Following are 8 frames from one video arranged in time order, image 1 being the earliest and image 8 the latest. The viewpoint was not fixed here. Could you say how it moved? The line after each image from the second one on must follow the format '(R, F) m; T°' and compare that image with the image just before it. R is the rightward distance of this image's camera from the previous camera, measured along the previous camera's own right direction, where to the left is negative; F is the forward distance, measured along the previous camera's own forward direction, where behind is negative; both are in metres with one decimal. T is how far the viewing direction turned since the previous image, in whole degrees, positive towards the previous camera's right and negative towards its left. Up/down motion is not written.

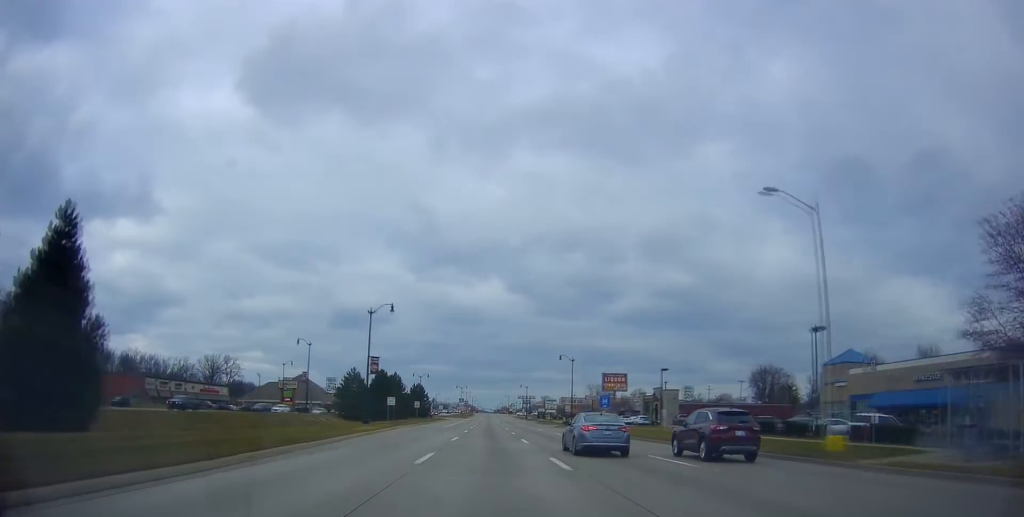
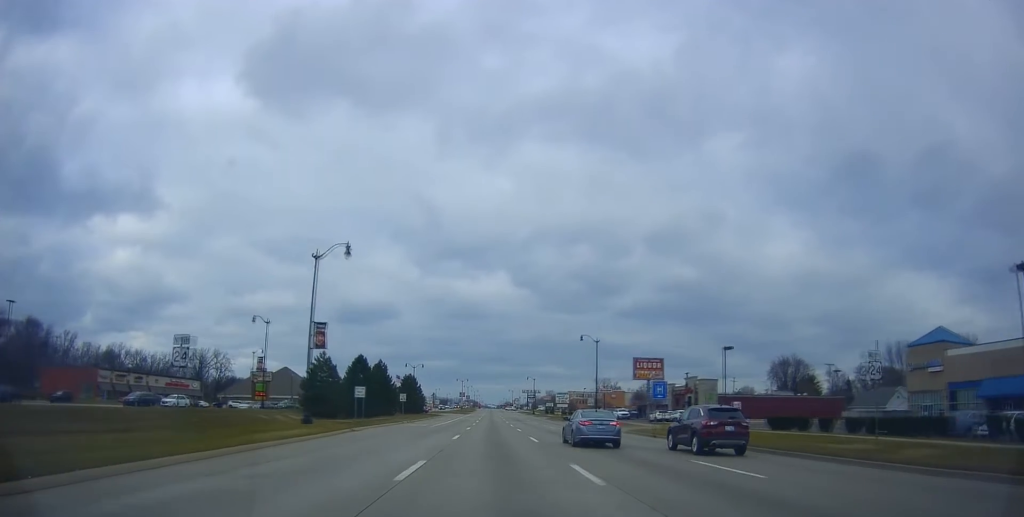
(0.0, +18.4) m; 0°
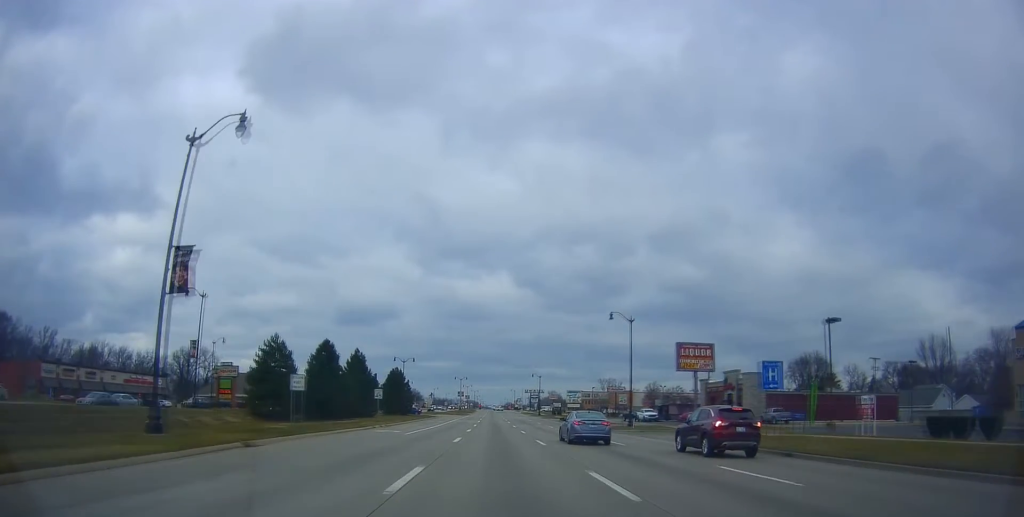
(0.0, +17.2) m; 0°
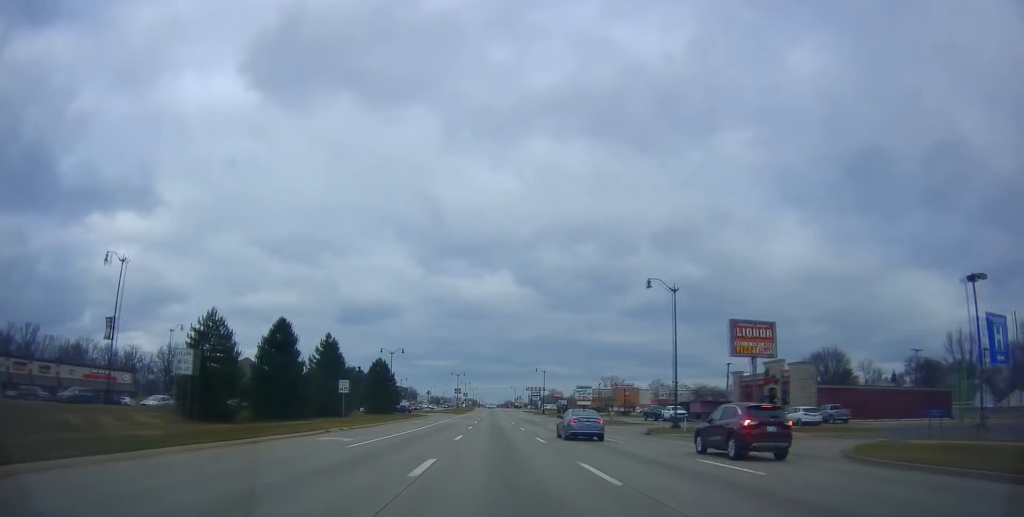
(0.0, +13.8) m; -1°
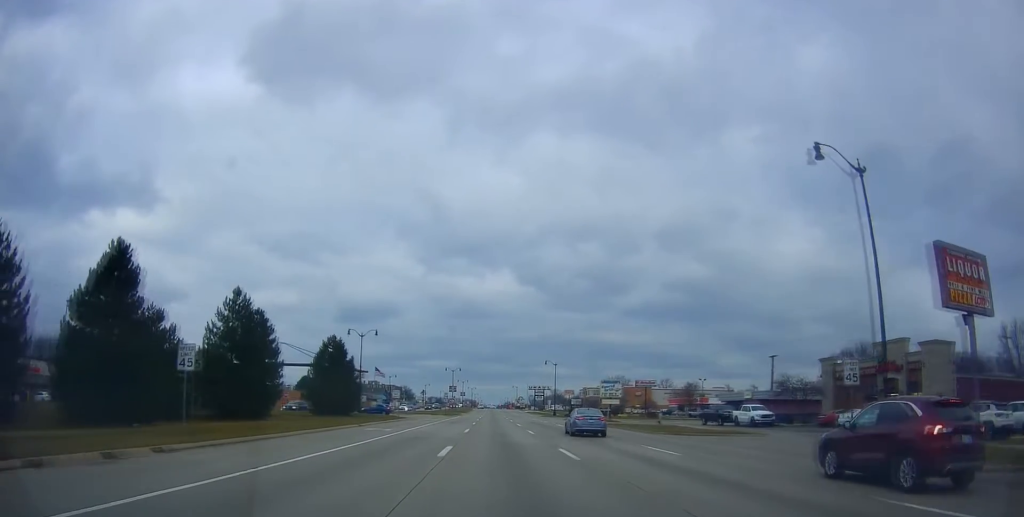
(-0.8, +24.2) m; -1°
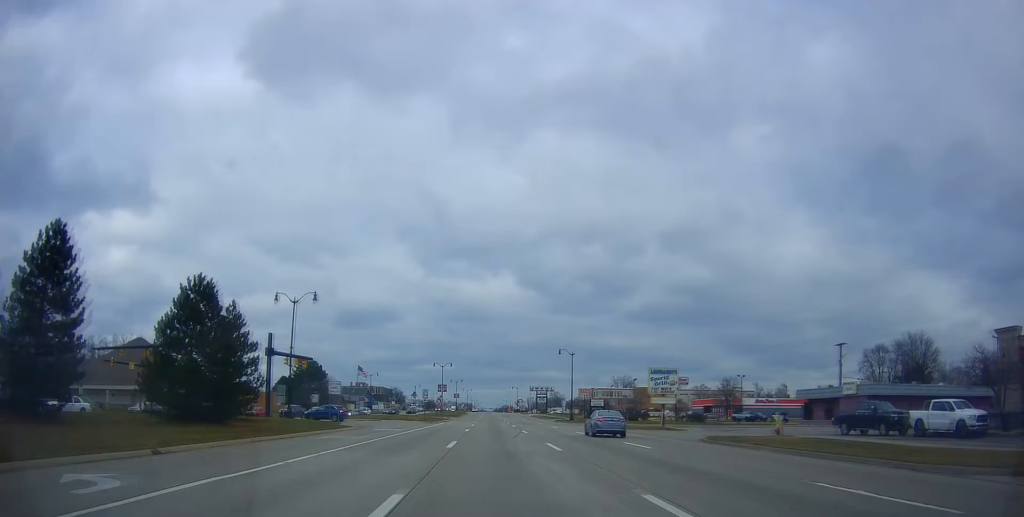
(+0.7, +26.7) m; +1°
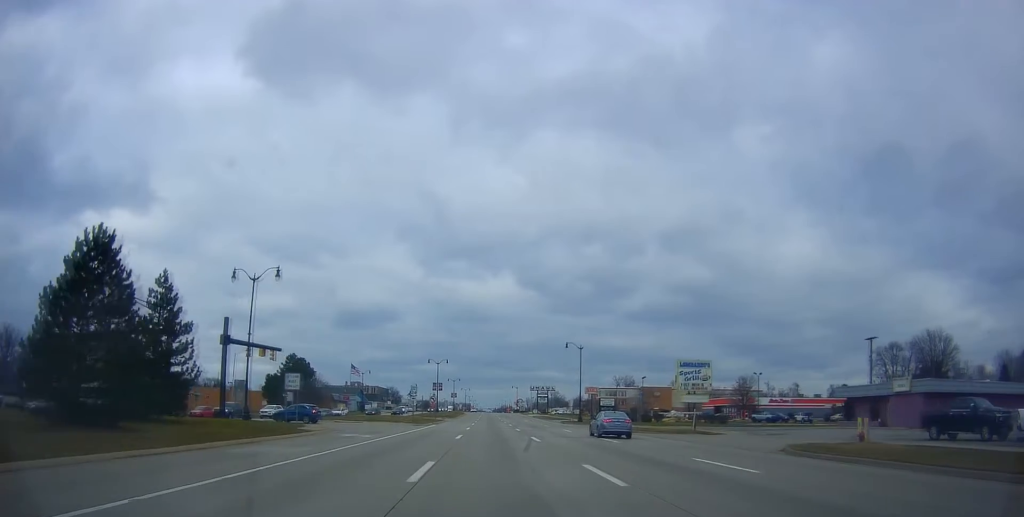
(-0.2, +9.2) m; 0°
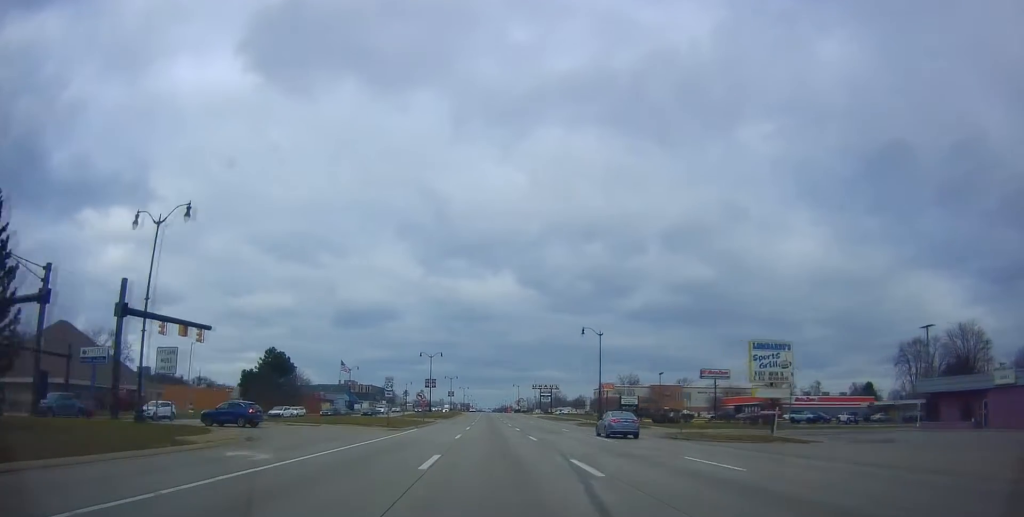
(0.0, +14.0) m; 0°
